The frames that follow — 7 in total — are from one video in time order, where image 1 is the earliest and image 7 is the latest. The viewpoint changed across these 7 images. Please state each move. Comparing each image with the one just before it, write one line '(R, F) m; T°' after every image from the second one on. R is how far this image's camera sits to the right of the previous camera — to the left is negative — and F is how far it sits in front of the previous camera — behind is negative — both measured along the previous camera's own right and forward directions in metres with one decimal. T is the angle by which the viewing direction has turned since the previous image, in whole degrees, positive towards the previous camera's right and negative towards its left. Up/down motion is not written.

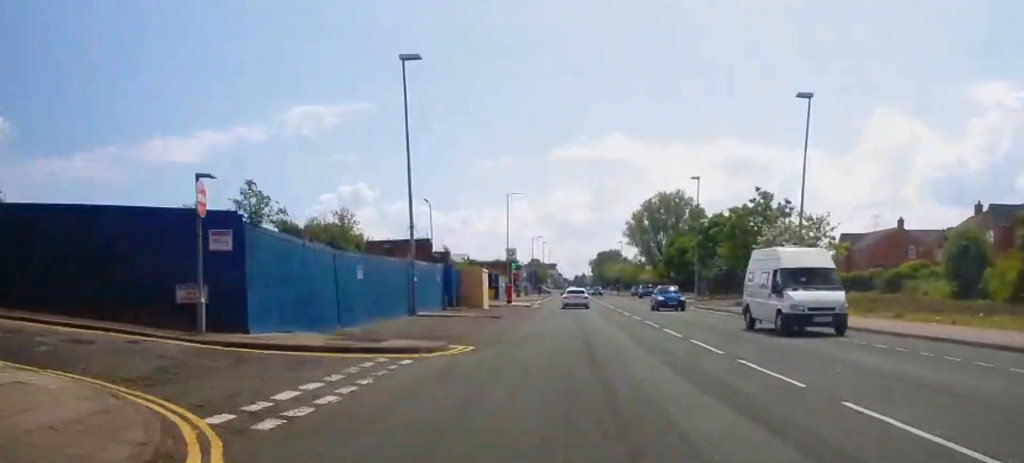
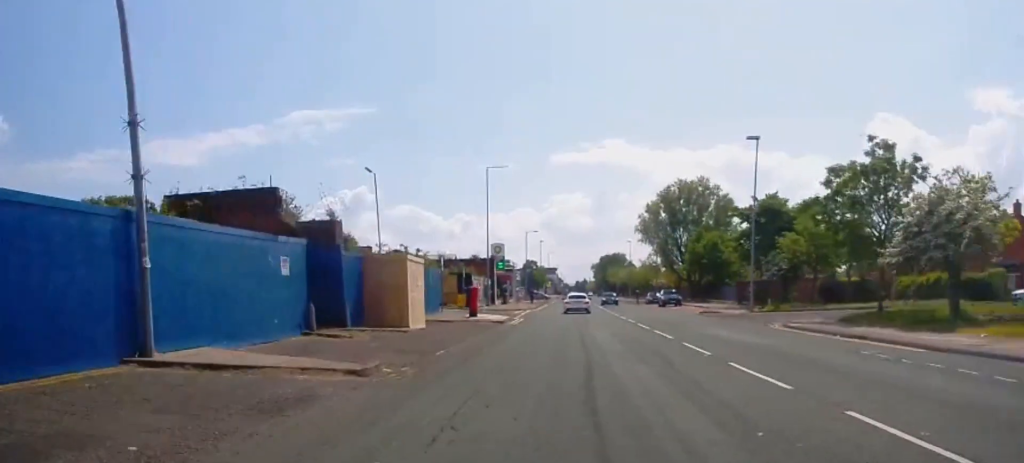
(-0.2, +23.7) m; -1°
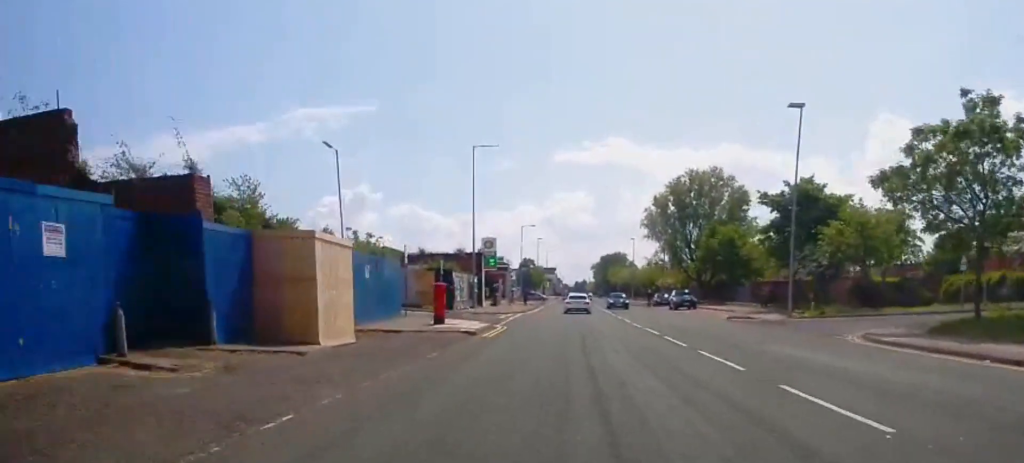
(-0.1, +9.8) m; 0°
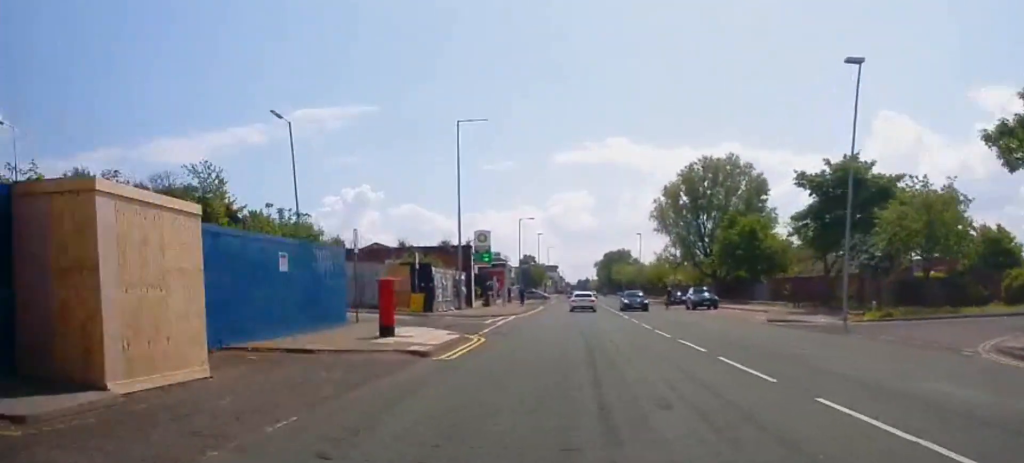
(+0.1, +9.1) m; 0°
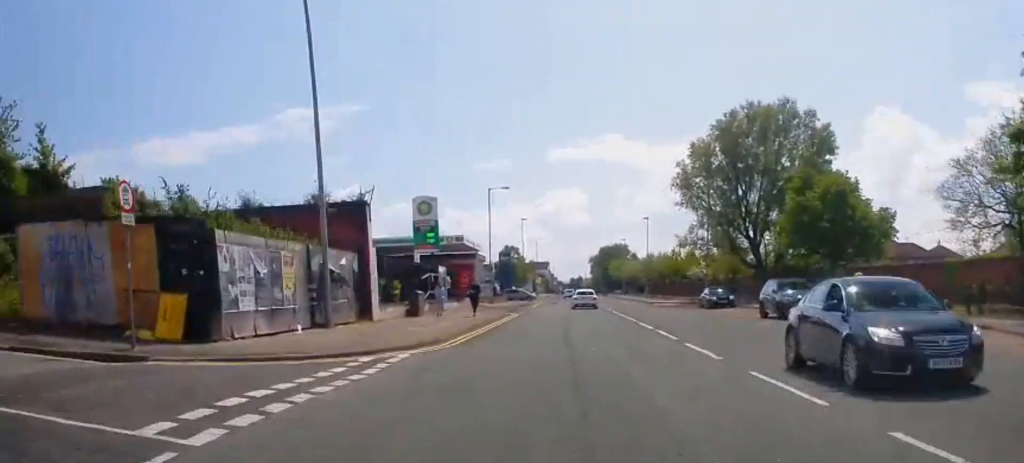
(0.0, +26.7) m; -1°
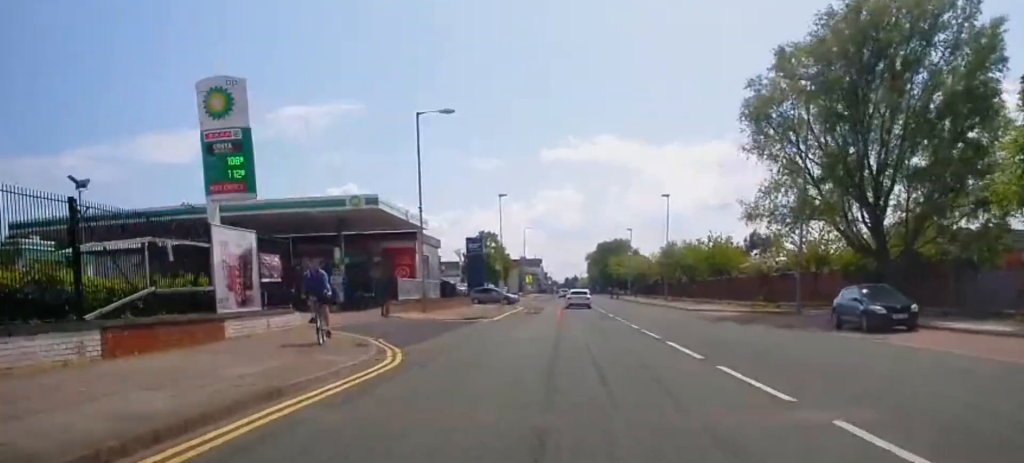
(+0.6, +29.3) m; +2°
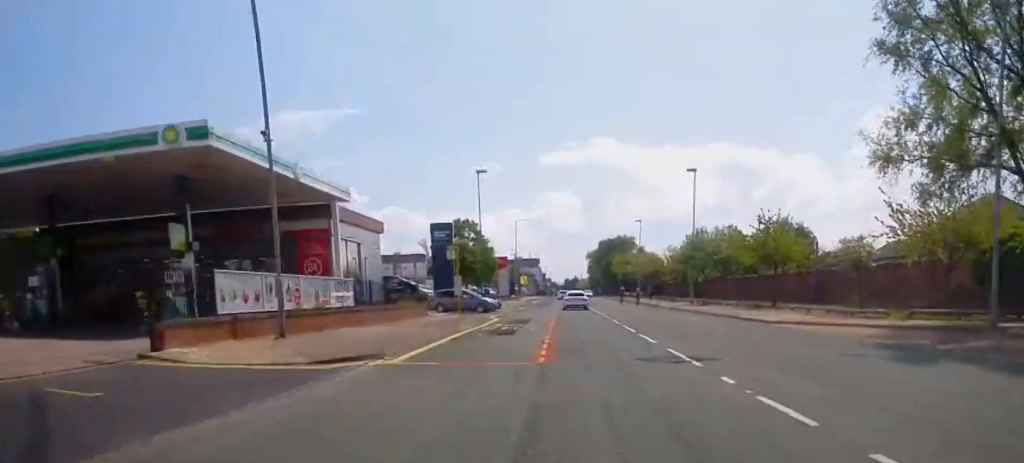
(-0.4, +18.7) m; -1°
